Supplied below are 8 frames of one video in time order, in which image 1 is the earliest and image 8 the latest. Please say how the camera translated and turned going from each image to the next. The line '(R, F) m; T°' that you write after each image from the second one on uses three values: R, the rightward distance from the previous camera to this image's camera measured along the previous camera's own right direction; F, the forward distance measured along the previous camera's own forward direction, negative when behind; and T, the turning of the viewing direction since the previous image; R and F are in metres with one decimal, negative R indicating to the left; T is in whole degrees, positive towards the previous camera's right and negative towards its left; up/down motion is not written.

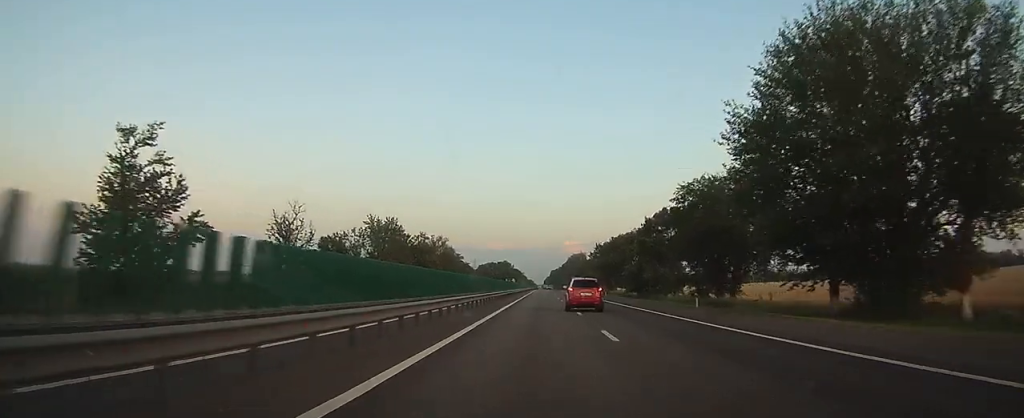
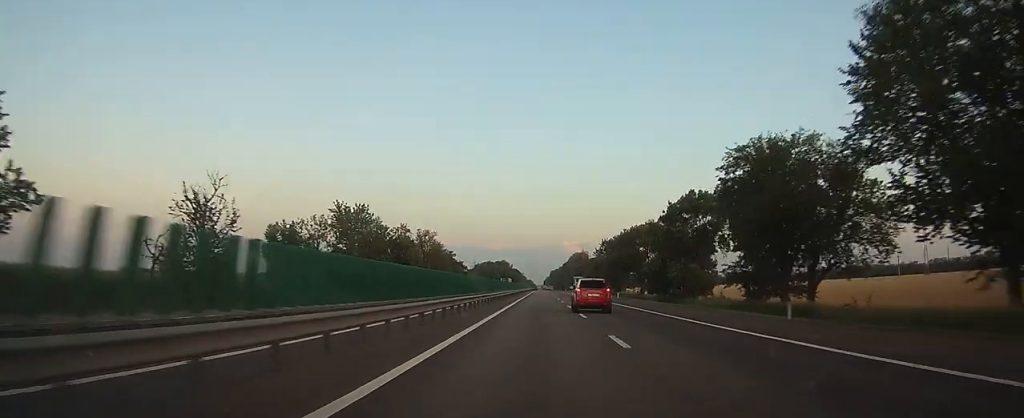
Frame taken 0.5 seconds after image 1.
(0.0, +13.4) m; 0°
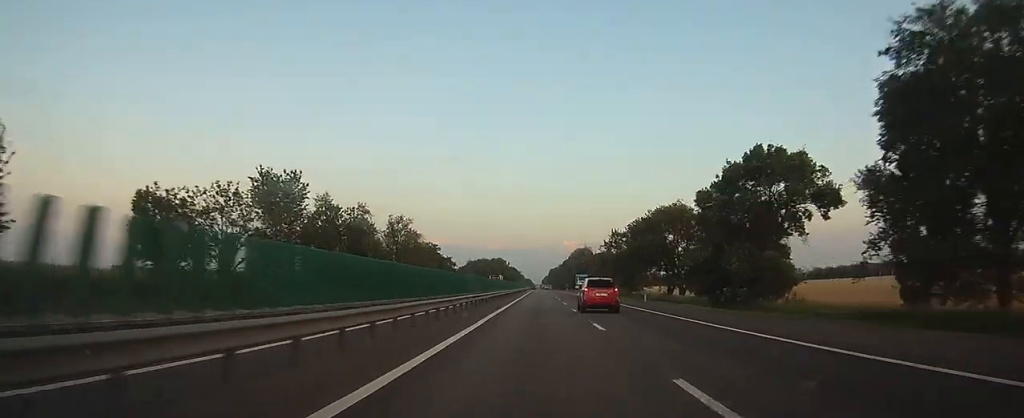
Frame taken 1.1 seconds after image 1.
(0.0, +19.2) m; 0°
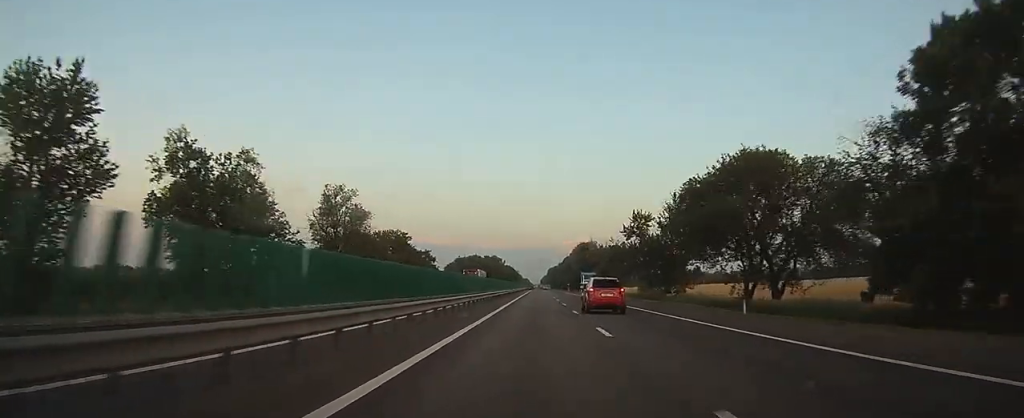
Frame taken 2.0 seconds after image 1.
(+0.1, +26.0) m; 0°
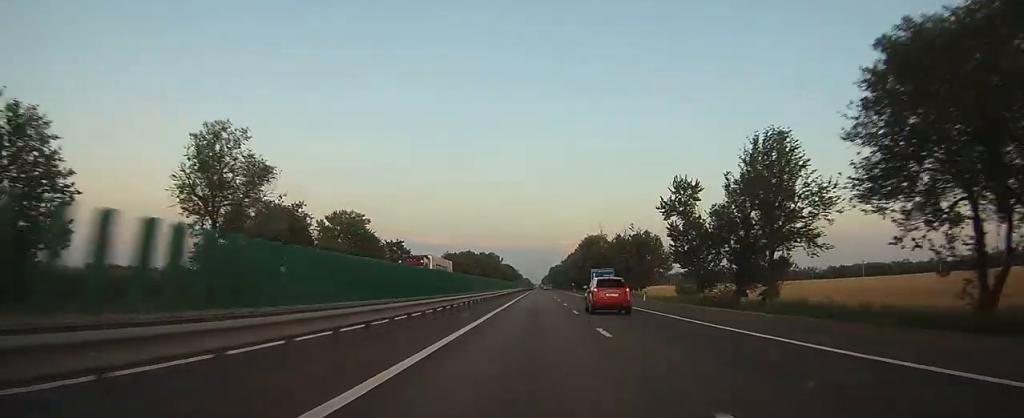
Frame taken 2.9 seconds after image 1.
(0.0, +24.1) m; 0°
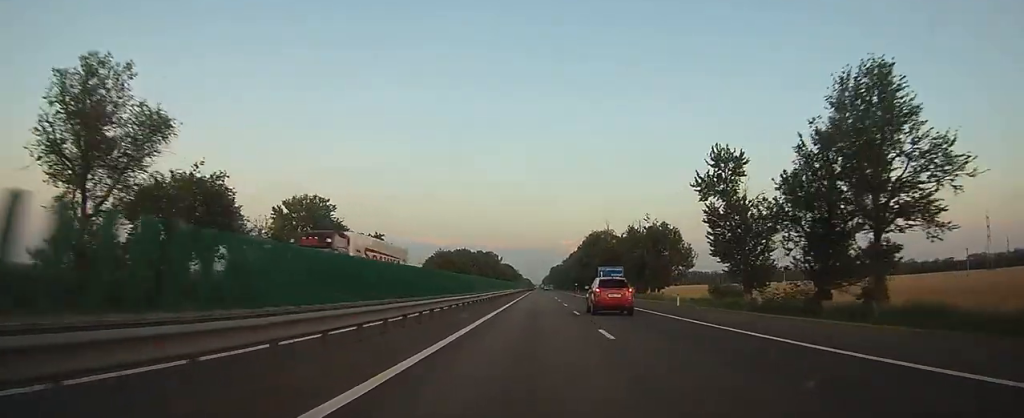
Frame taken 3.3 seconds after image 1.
(0.0, +12.6) m; 0°
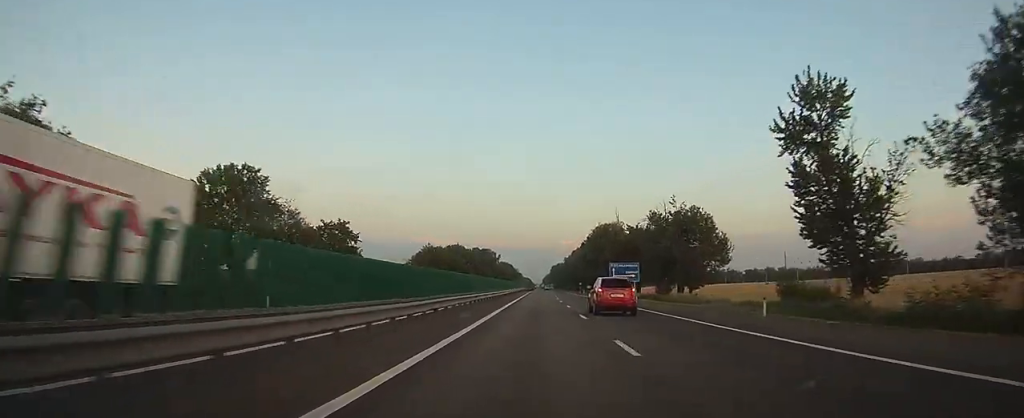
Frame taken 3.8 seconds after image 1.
(0.0, +15.5) m; 0°
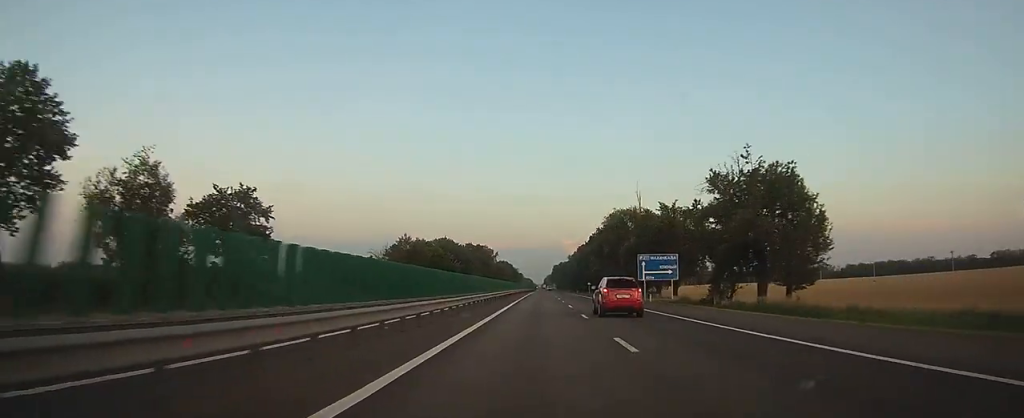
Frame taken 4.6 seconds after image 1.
(0.0, +23.2) m; 0°
